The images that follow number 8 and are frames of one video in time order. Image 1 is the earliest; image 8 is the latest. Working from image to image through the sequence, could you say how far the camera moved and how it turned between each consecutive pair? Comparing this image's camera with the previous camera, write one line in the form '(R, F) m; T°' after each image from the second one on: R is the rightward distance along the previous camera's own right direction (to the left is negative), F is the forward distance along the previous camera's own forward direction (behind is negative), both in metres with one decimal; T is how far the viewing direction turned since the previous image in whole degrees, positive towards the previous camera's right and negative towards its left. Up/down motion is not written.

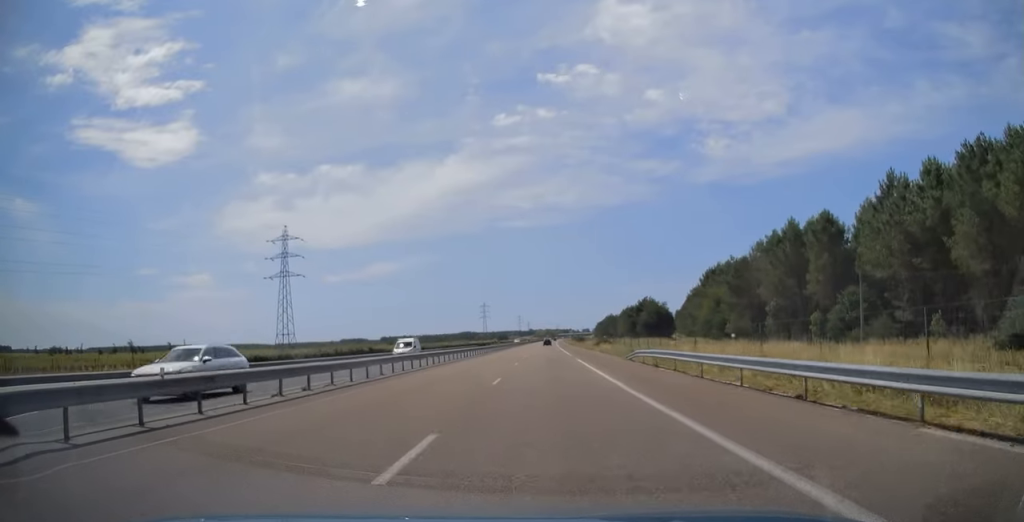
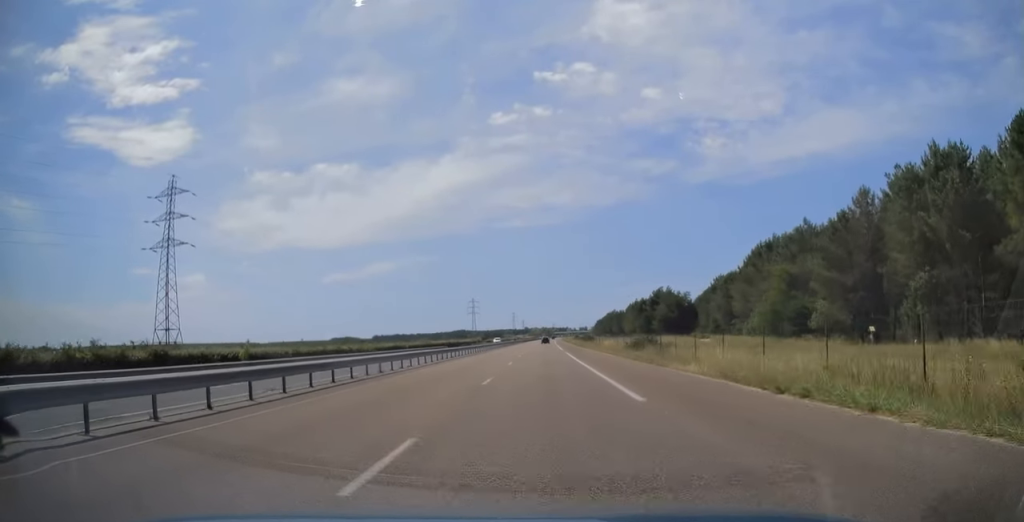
(0.0, +39.2) m; +1°
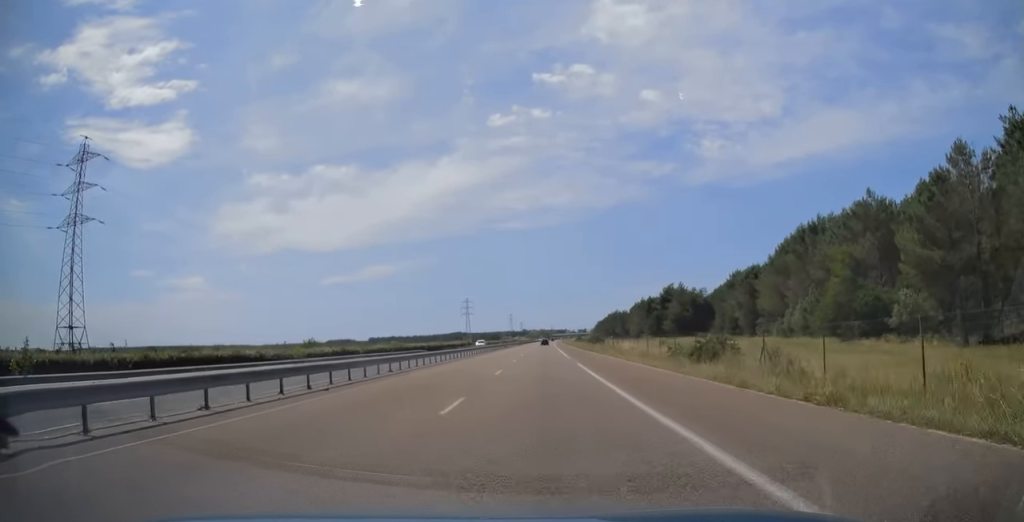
(+0.2, +19.9) m; 0°
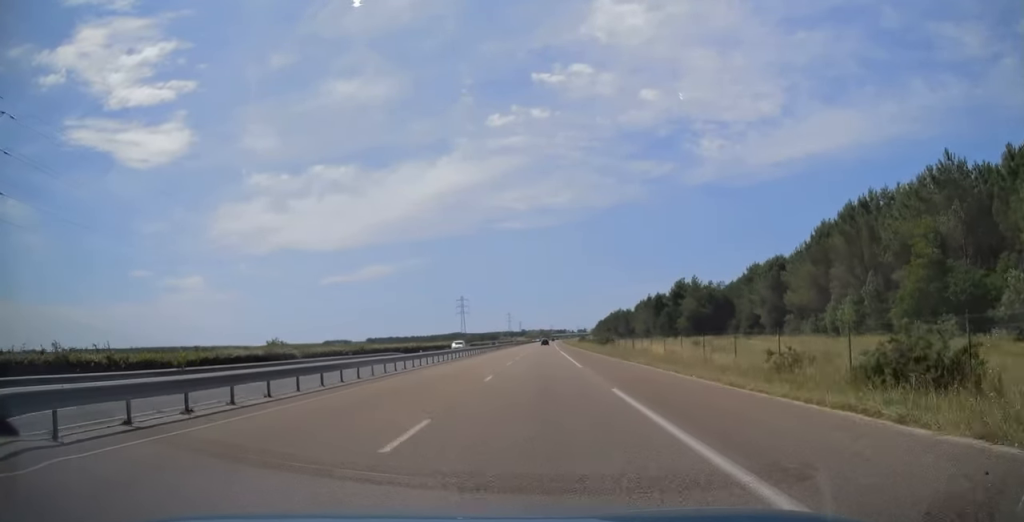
(+0.1, +16.6) m; 0°
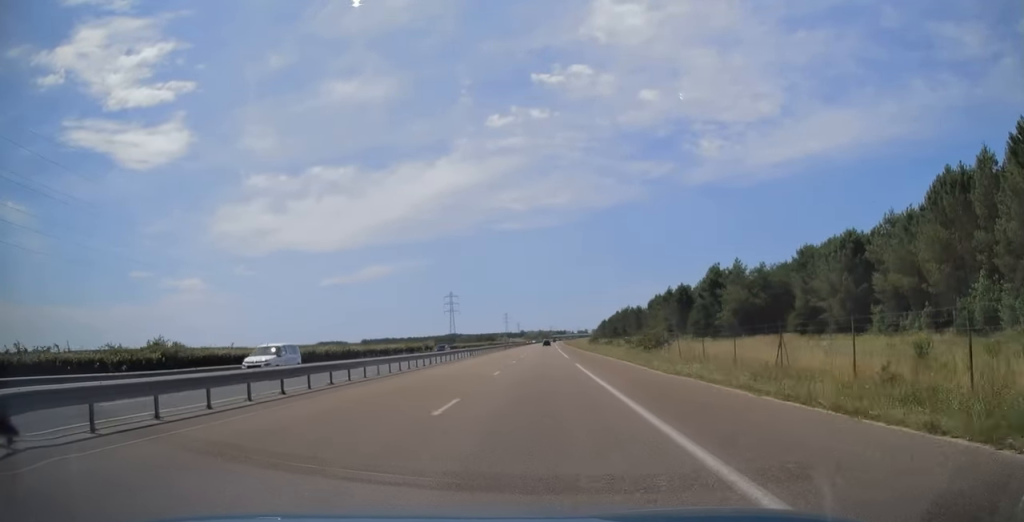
(-0.1, +34.8) m; -1°
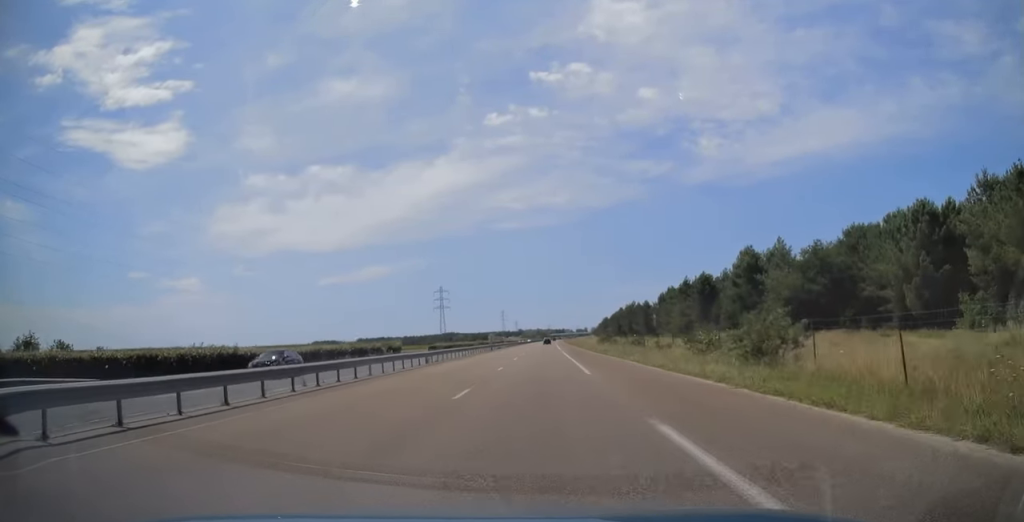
(-0.3, +22.9) m; 0°
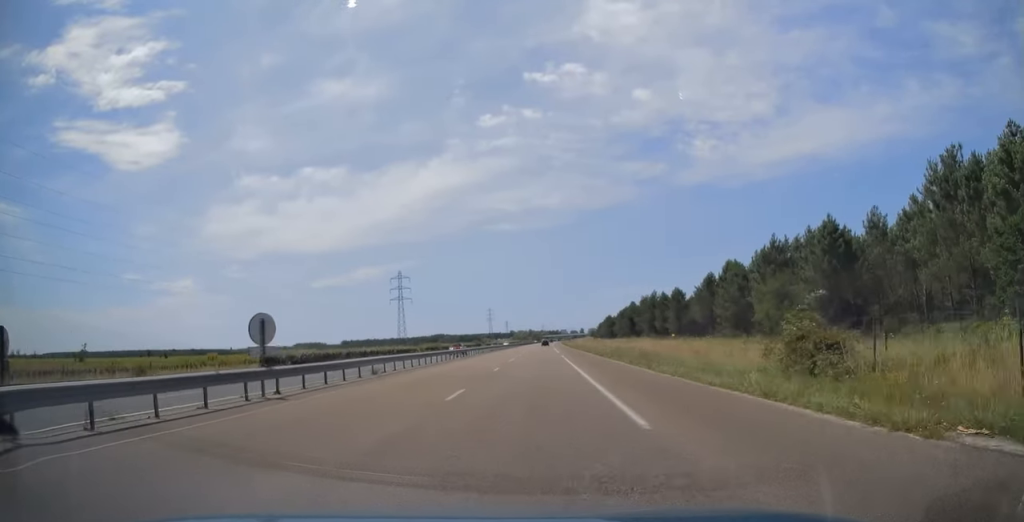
(+0.8, +64.2) m; +2°
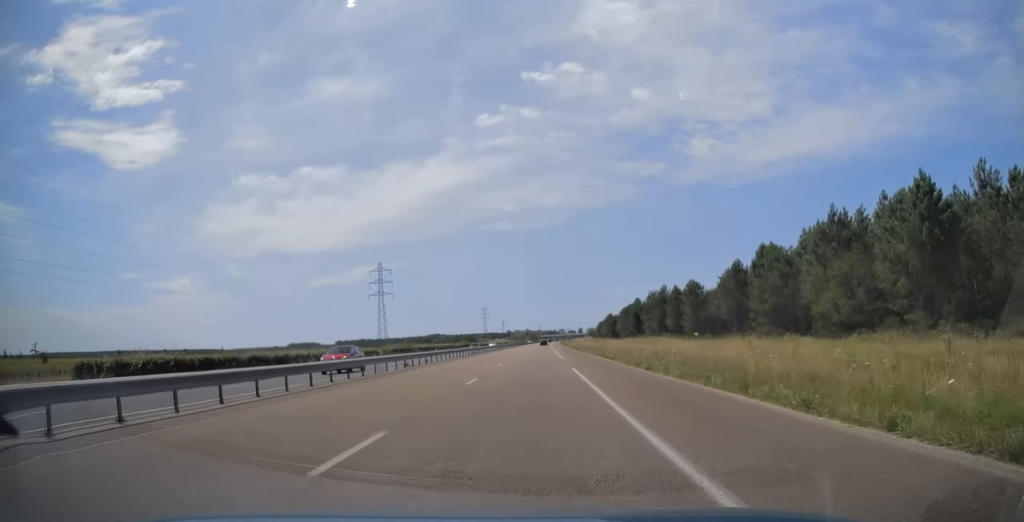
(+0.2, +20.8) m; 0°
